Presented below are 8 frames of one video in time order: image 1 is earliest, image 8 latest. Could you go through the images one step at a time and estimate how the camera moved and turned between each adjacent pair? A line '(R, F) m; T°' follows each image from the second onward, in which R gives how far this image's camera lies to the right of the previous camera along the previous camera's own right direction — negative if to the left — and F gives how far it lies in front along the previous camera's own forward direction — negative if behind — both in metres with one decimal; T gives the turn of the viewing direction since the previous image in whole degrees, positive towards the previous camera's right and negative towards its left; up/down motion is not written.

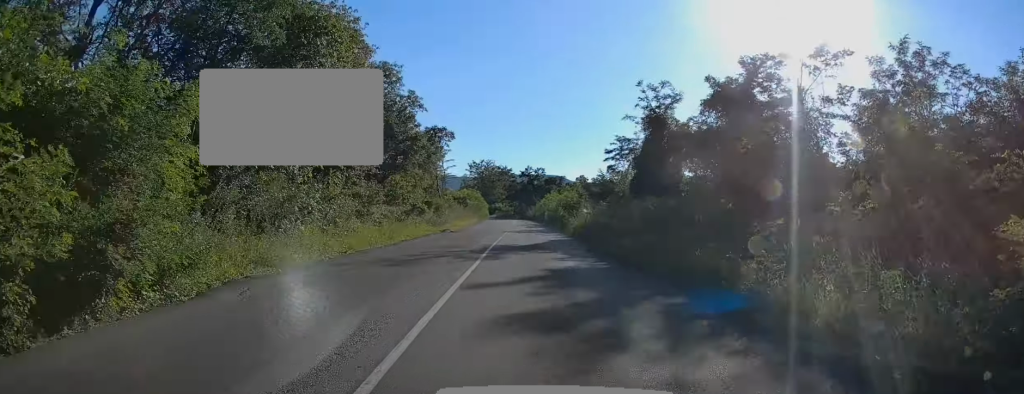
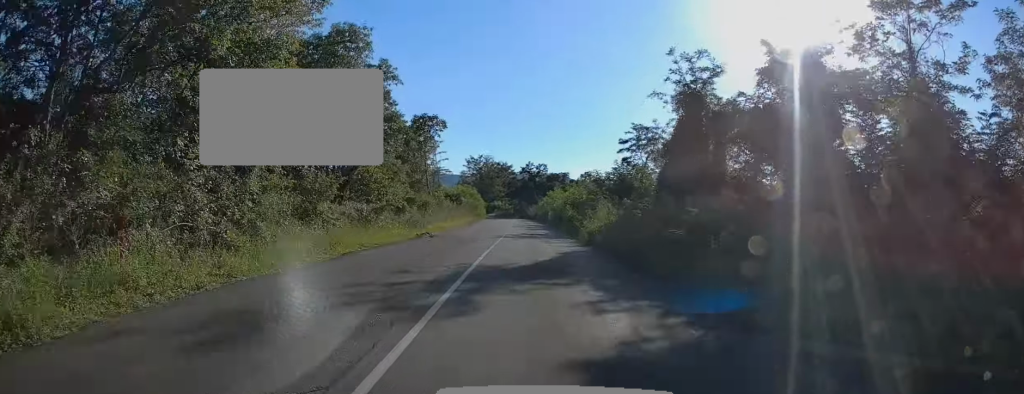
(+0.2, +7.5) m; 0°
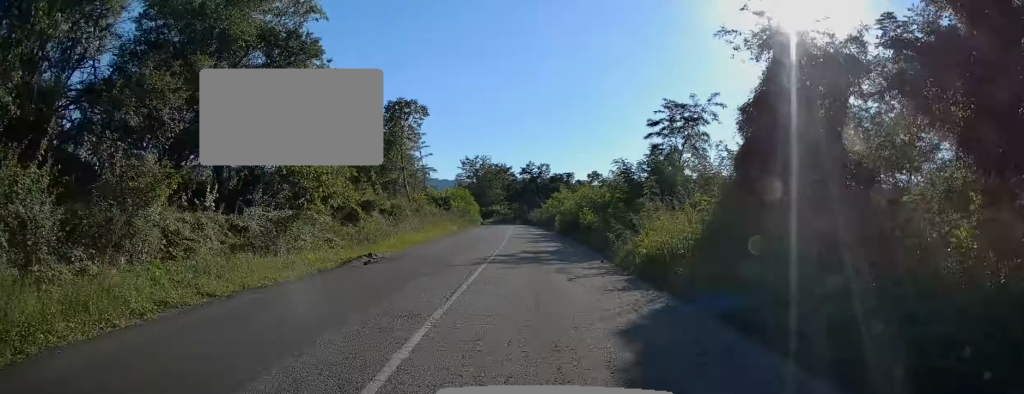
(-0.4, +10.8) m; -1°
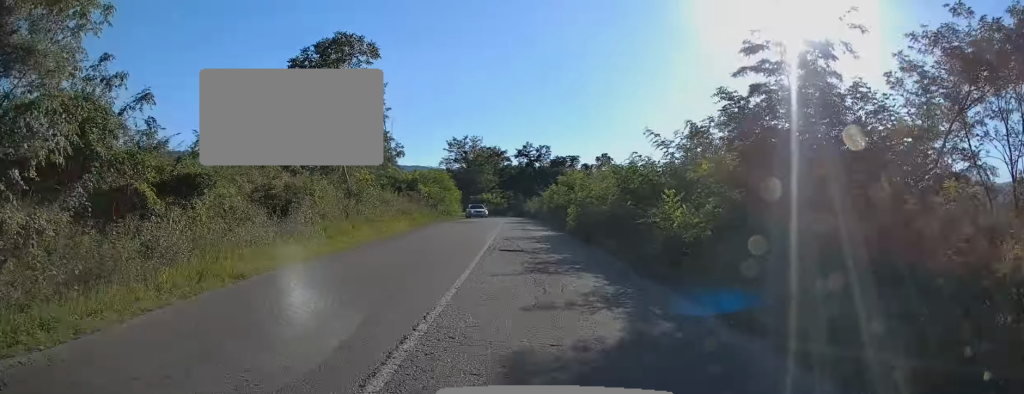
(-0.1, +15.4) m; 0°
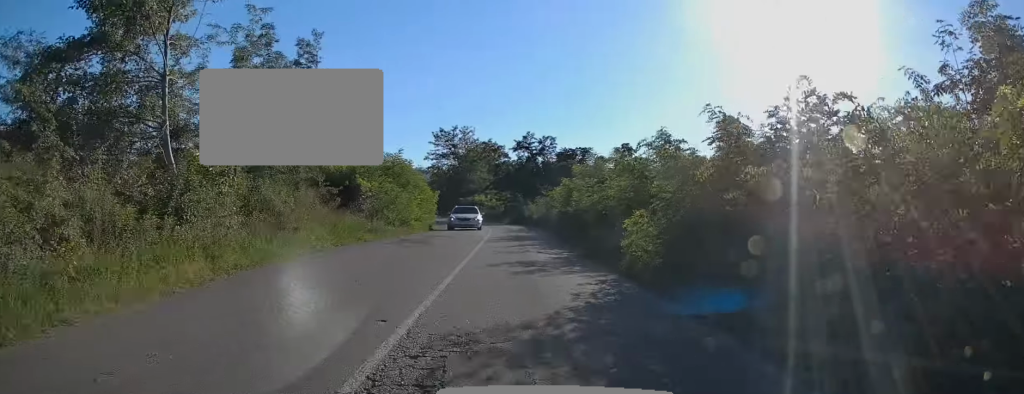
(+0.2, +15.7) m; +1°
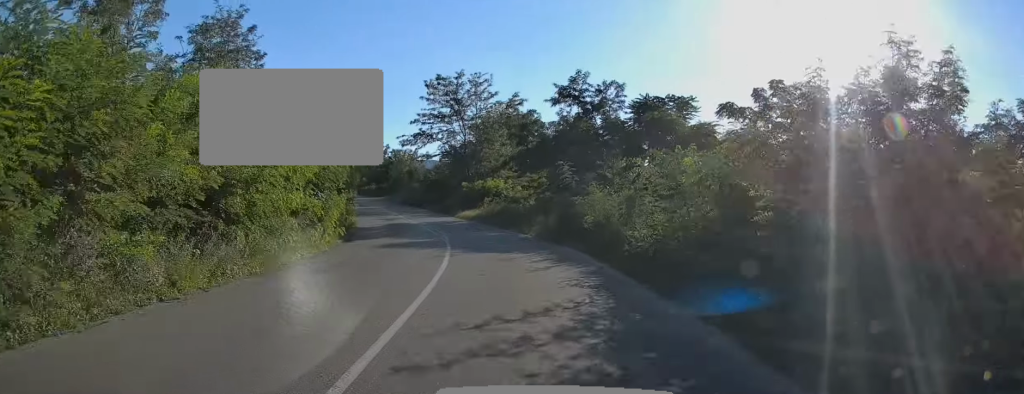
(-0.8, +31.5) m; -5°
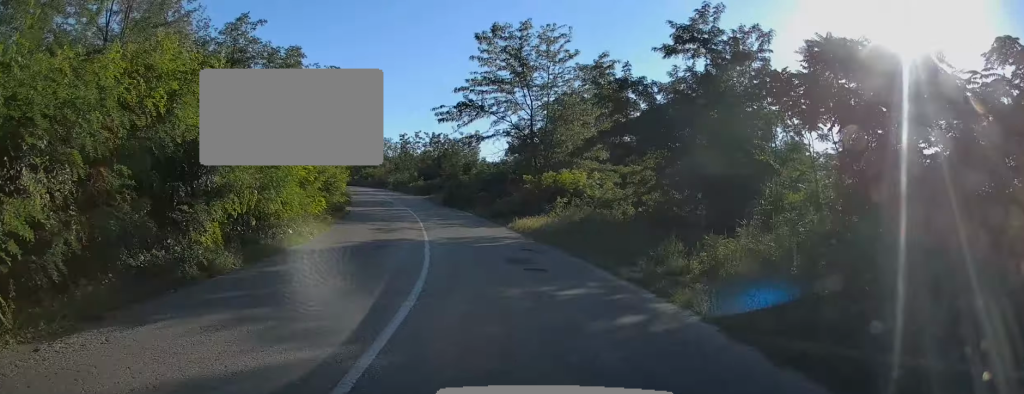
(-0.6, +15.9) m; -6°
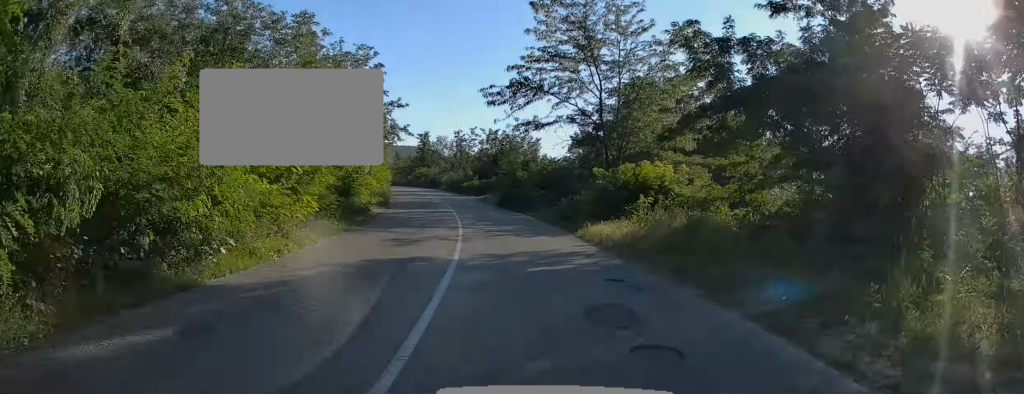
(-0.1, +6.5) m; -3°
